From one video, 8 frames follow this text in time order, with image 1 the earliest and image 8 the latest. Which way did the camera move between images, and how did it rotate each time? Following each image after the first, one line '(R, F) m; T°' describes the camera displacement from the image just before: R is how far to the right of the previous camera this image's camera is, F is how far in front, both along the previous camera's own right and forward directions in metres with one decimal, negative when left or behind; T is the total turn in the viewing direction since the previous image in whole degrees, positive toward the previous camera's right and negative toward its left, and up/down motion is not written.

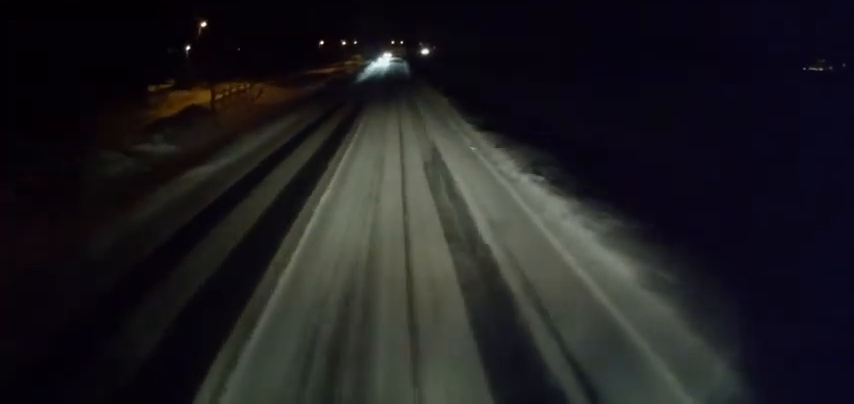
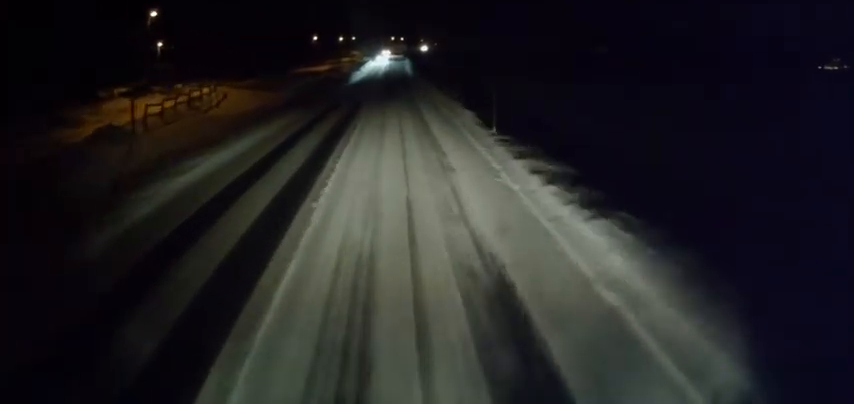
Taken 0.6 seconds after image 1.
(0.0, +9.8) m; +1°
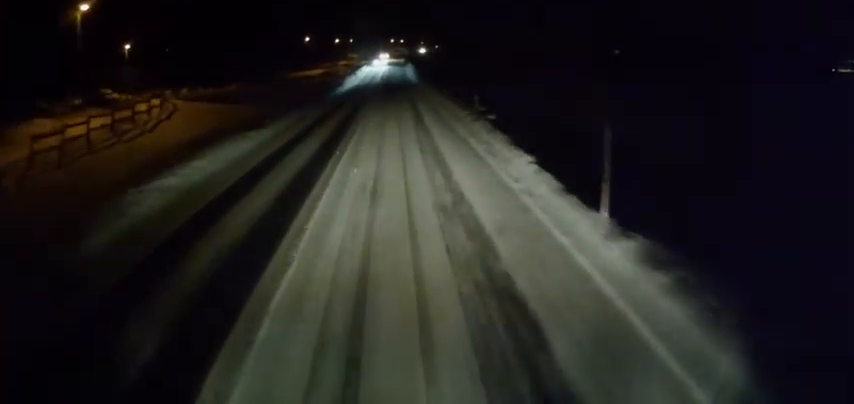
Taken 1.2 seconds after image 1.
(+0.1, +8.6) m; 0°
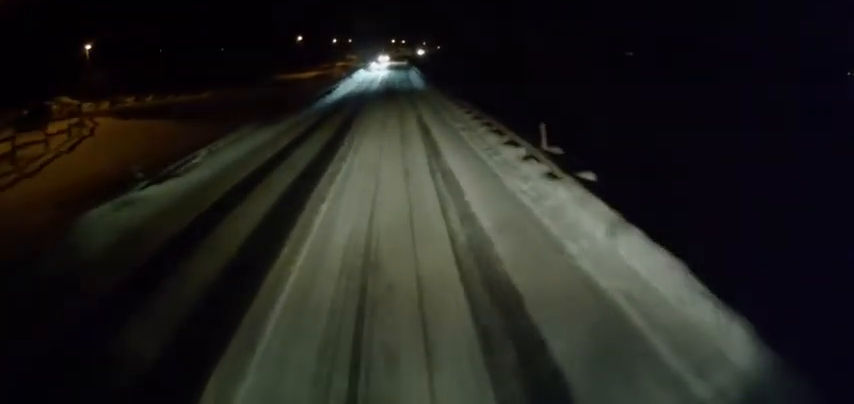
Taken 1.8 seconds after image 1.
(+0.2, +8.6) m; 0°
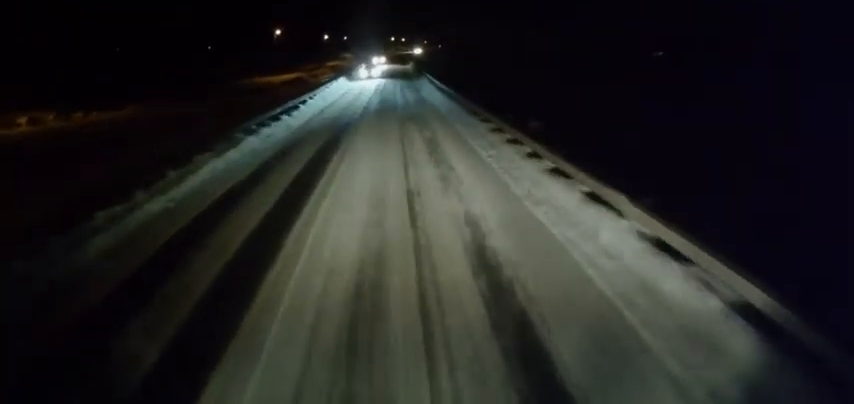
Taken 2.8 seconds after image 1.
(-0.3, +16.0) m; 0°
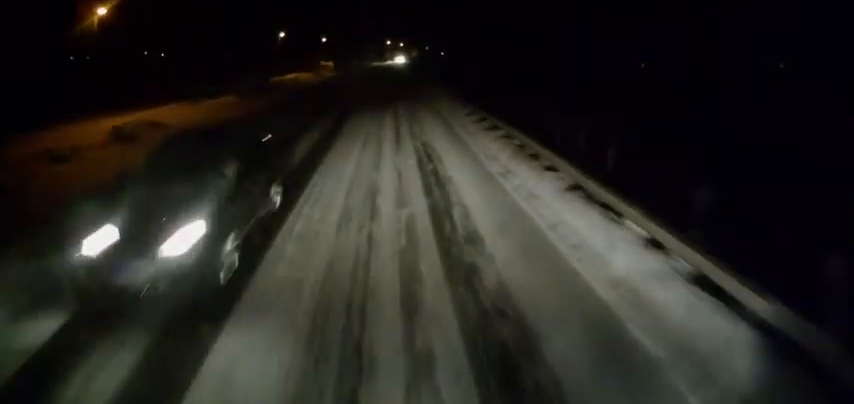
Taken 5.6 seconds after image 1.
(+0.2, +44.0) m; +1°
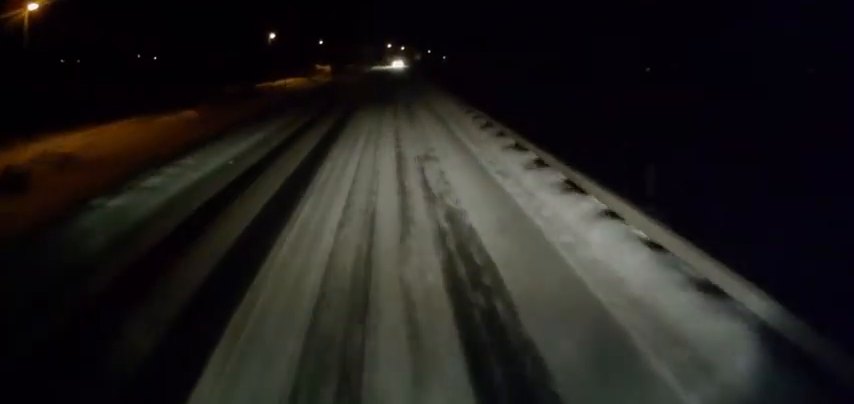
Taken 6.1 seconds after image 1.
(0.0, +6.8) m; 0°
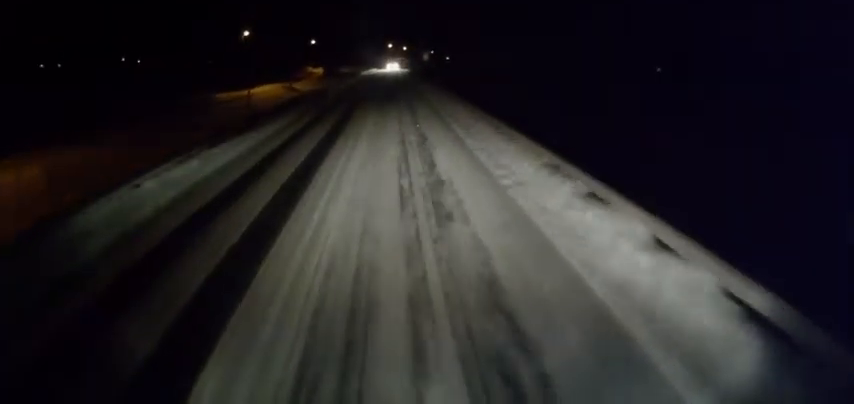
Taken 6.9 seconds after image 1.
(0.0, +13.1) m; -1°
